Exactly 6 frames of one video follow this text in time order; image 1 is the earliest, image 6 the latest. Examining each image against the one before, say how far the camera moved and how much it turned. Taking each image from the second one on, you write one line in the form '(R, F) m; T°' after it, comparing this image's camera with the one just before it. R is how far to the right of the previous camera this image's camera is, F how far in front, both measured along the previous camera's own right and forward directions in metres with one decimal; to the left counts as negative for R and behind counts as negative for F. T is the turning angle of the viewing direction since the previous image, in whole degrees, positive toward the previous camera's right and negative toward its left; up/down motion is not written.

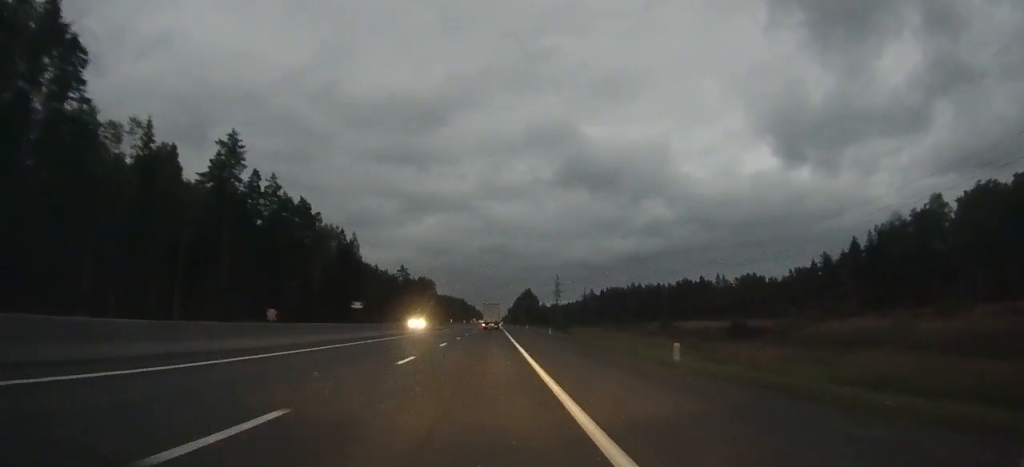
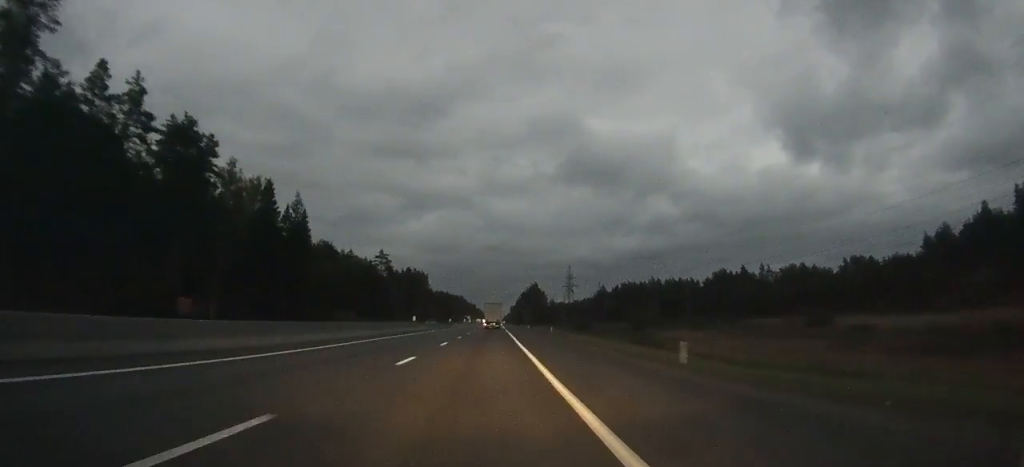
(+0.1, +48.8) m; 0°
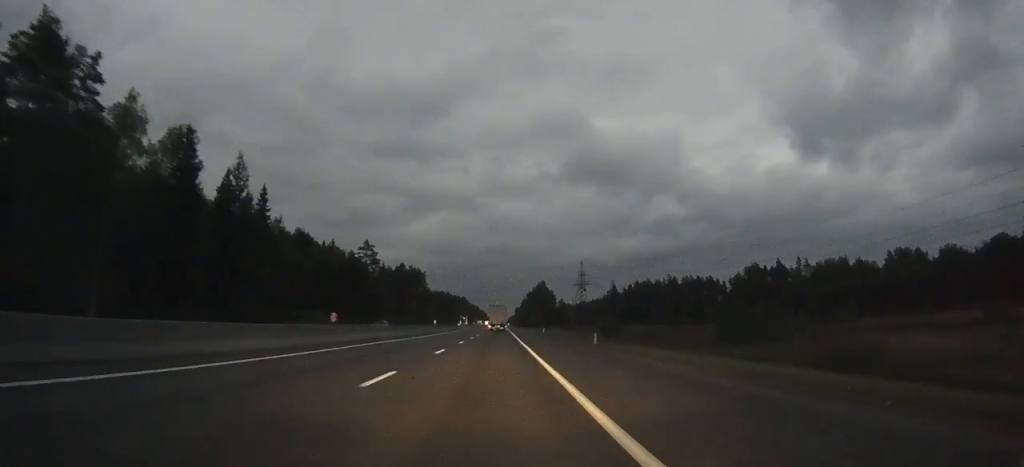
(+0.1, +29.2) m; 0°
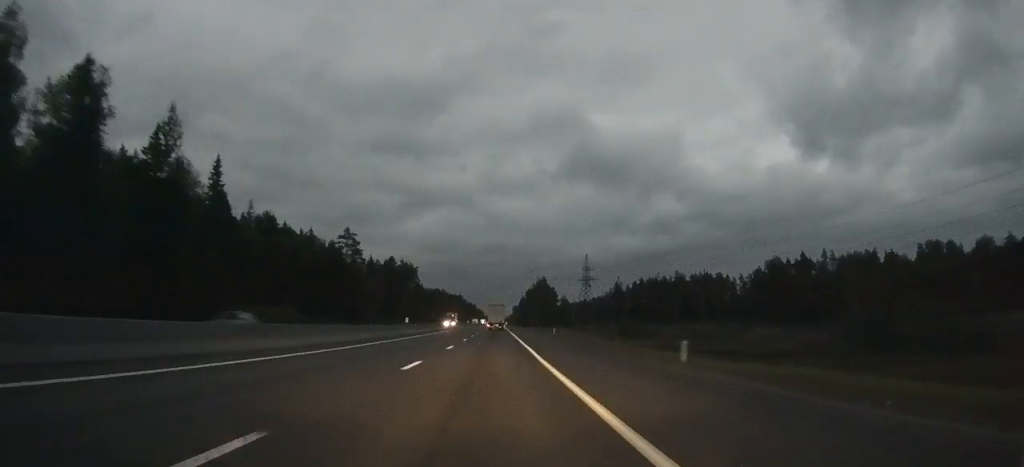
(+0.1, +20.3) m; 0°
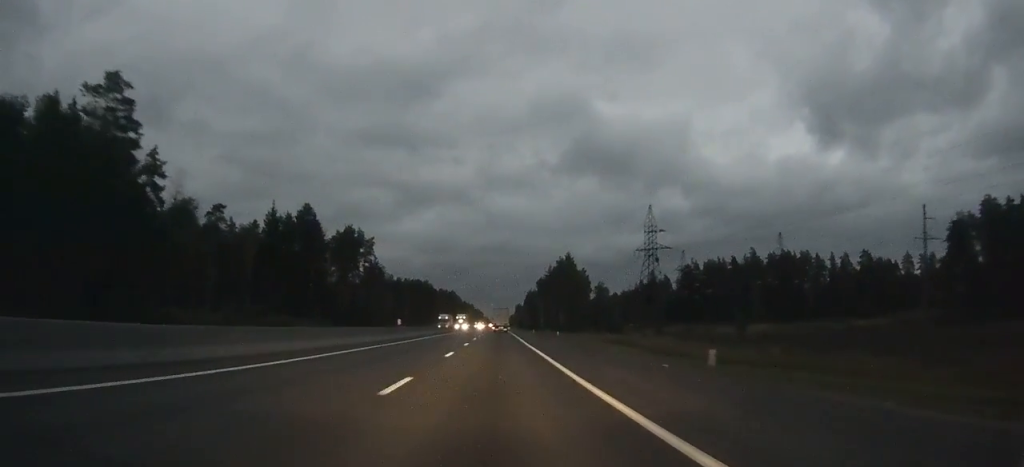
(-0.9, +101.2) m; -1°
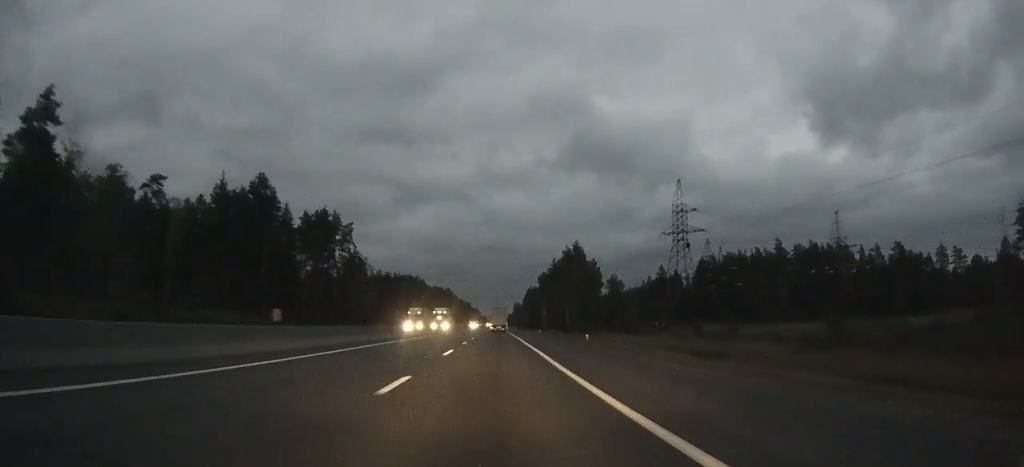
(0.0, +24.1) m; 0°
